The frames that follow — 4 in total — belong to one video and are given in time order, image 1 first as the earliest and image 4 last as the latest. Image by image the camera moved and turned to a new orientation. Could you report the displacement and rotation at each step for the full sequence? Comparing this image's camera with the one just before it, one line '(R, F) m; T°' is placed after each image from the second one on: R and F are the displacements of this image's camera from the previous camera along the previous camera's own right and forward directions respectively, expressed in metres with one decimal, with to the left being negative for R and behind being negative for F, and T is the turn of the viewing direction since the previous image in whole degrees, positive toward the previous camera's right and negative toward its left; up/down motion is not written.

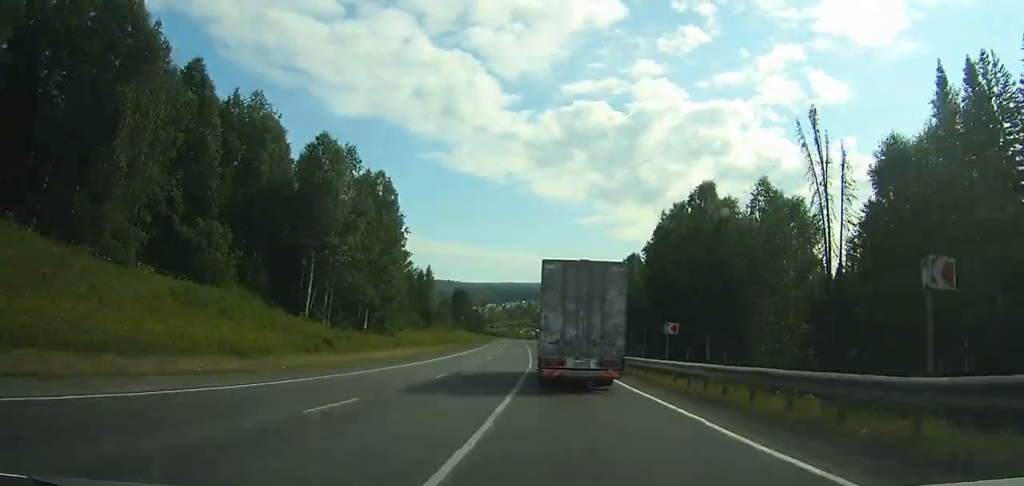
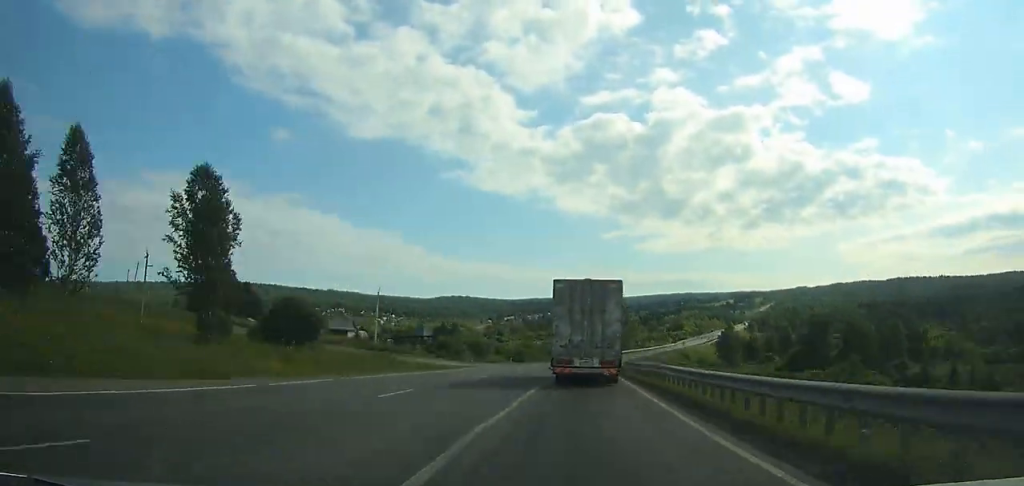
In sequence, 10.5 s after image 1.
(-13.7, +203.6) m; -2°
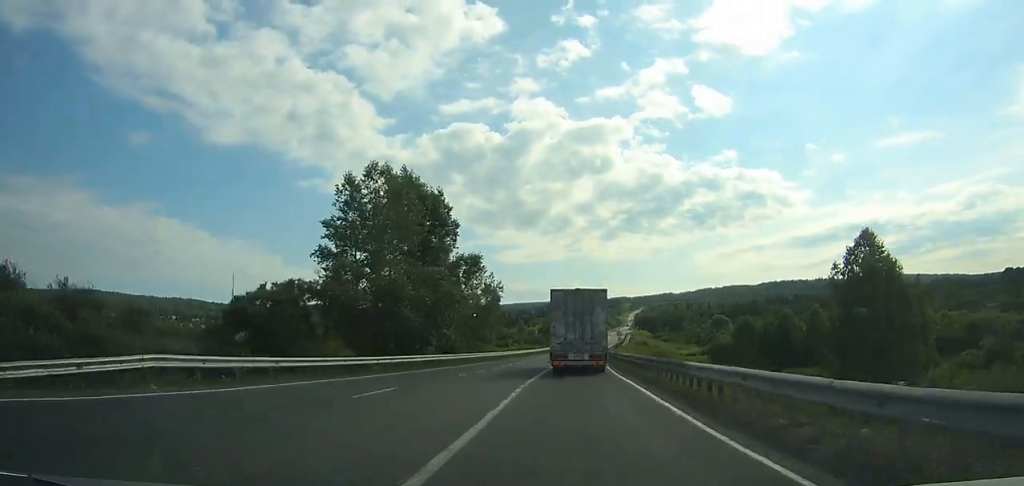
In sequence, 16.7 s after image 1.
(+12.0, +123.5) m; +11°
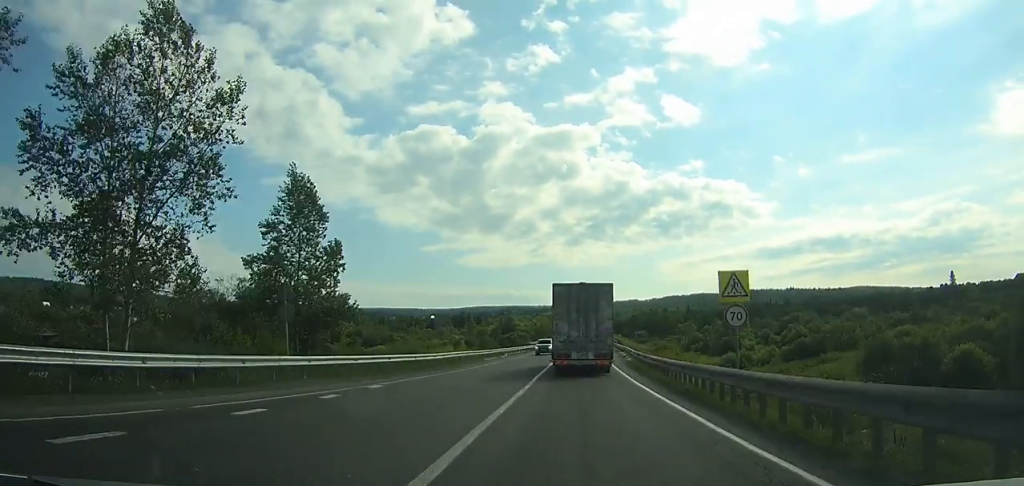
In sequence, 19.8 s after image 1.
(+2.9, +63.6) m; +4°
